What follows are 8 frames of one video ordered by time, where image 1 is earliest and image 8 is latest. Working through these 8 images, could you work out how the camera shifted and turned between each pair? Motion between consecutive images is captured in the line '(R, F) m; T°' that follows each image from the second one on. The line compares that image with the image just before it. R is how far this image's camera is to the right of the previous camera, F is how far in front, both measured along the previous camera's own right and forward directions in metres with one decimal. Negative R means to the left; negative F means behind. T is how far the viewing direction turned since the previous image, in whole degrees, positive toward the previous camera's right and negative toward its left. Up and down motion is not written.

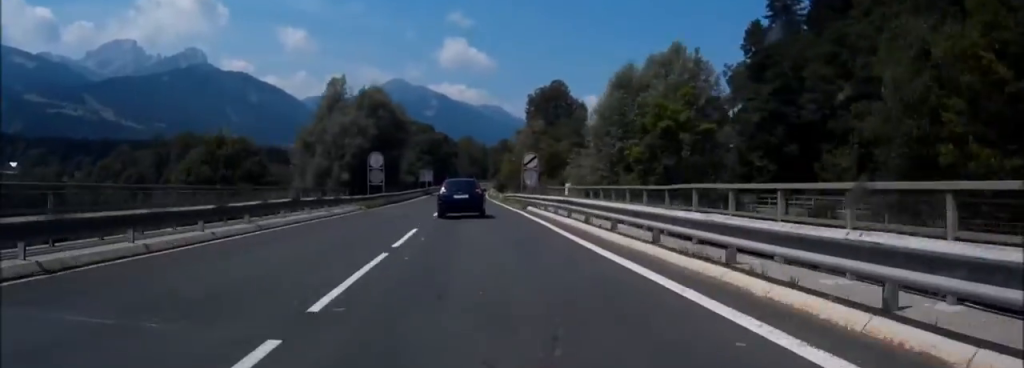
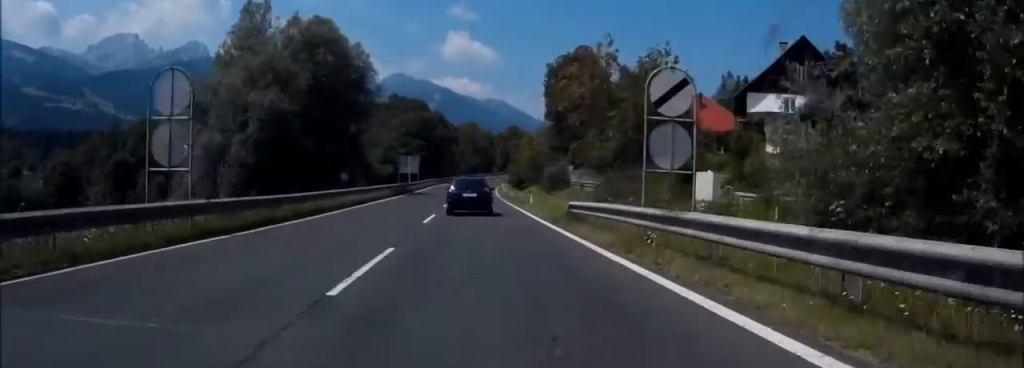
(+0.2, +36.8) m; 0°
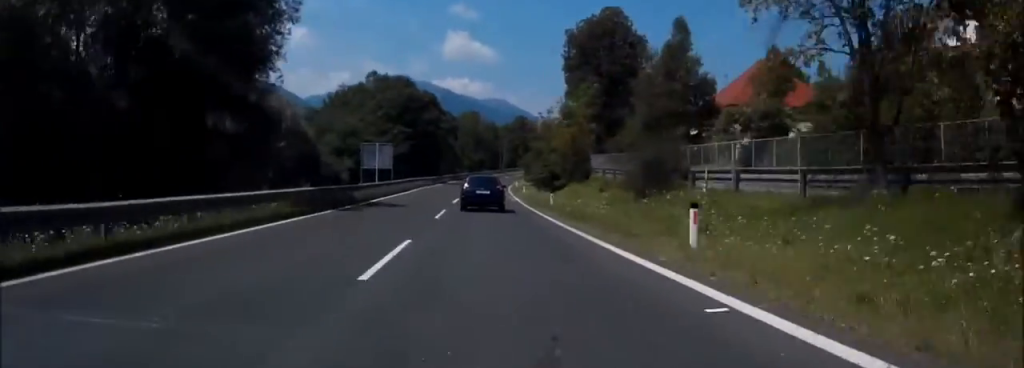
(-0.1, +28.3) m; 0°
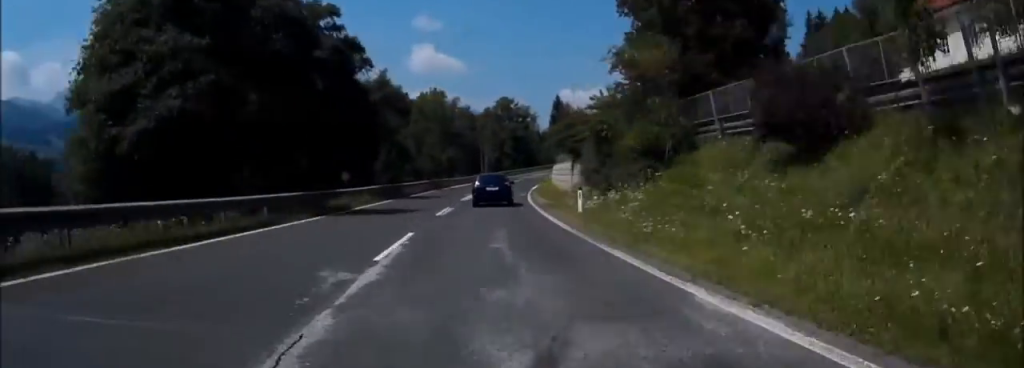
(+2.2, +56.9) m; +5°
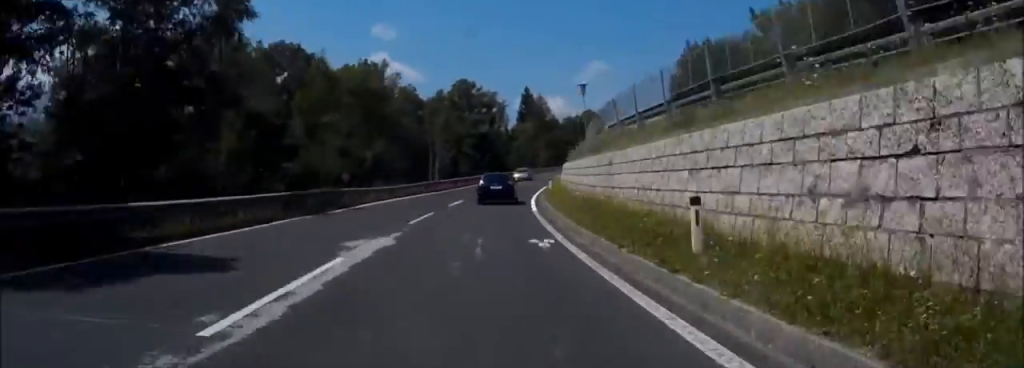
(+1.1, +35.0) m; +2°
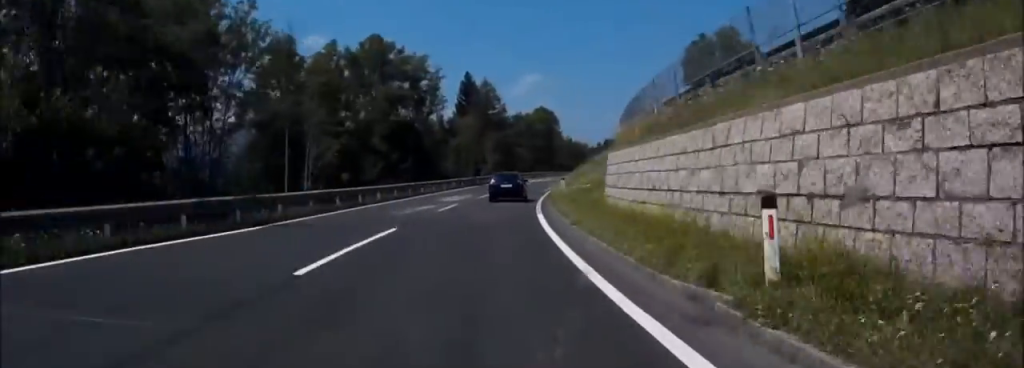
(0.0, +38.1) m; +2°
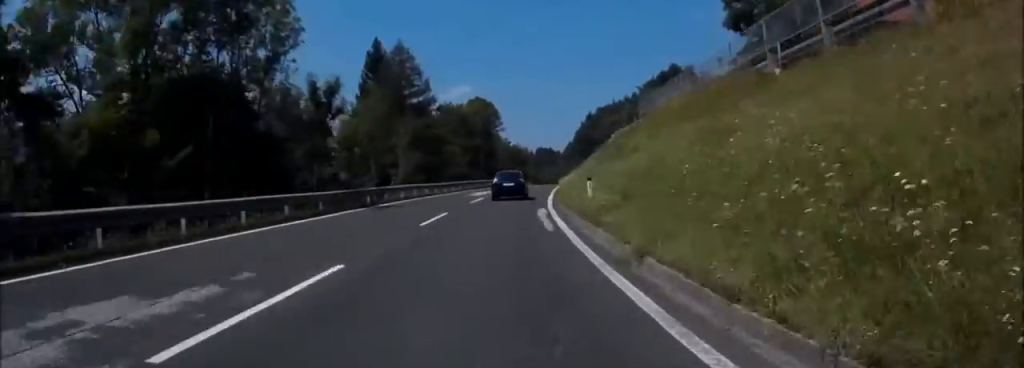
(+1.1, +38.2) m; +6°
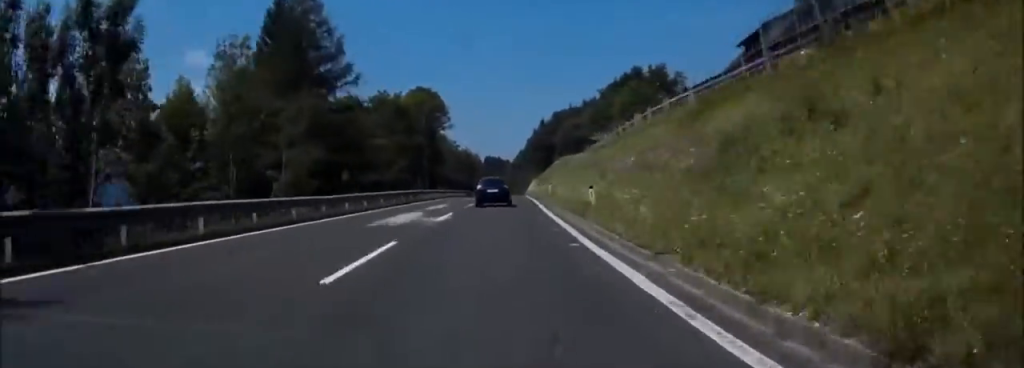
(+1.5, +25.1) m; +5°
